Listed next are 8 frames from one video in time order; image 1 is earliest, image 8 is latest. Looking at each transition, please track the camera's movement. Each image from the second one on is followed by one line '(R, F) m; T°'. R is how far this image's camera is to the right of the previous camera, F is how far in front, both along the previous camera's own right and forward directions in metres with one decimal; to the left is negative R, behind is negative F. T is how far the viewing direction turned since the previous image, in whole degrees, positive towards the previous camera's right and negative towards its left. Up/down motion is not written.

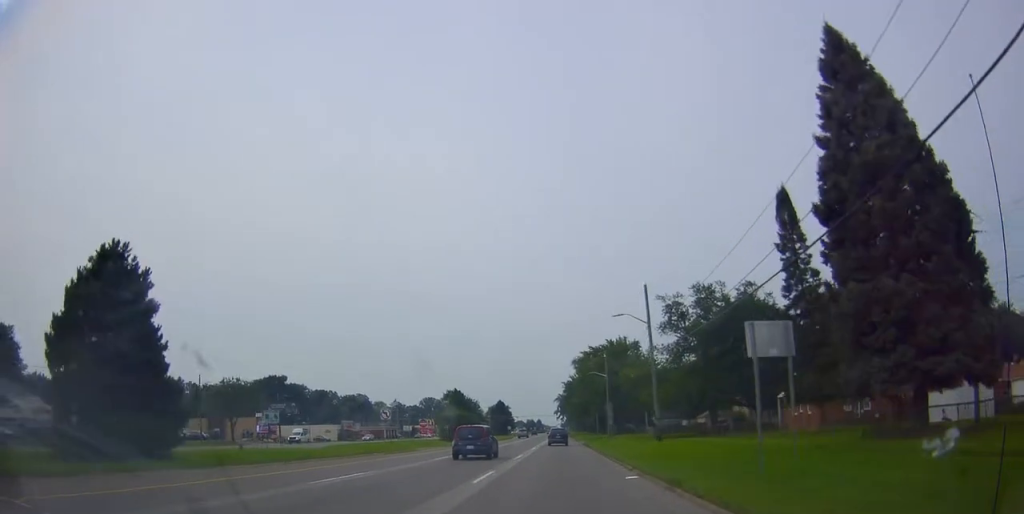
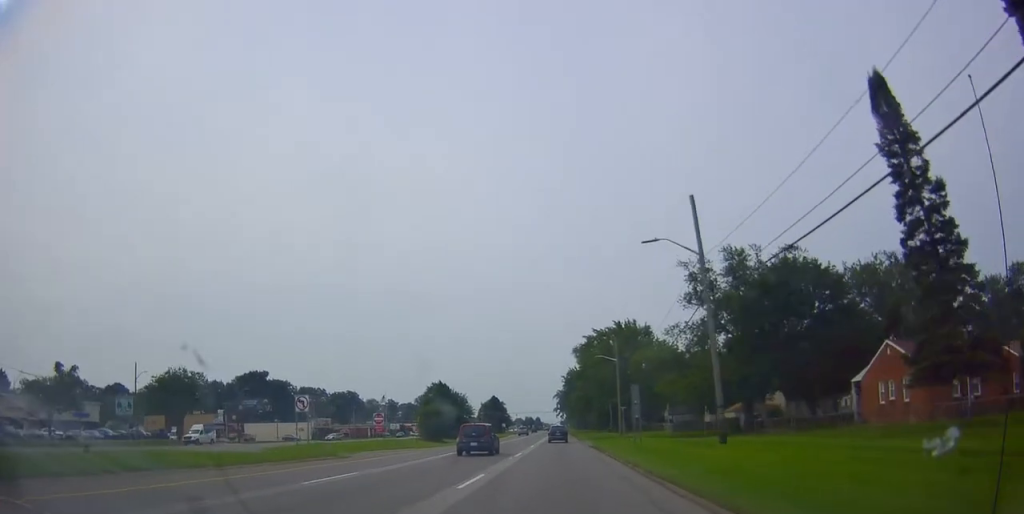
(-0.1, +16.6) m; +1°
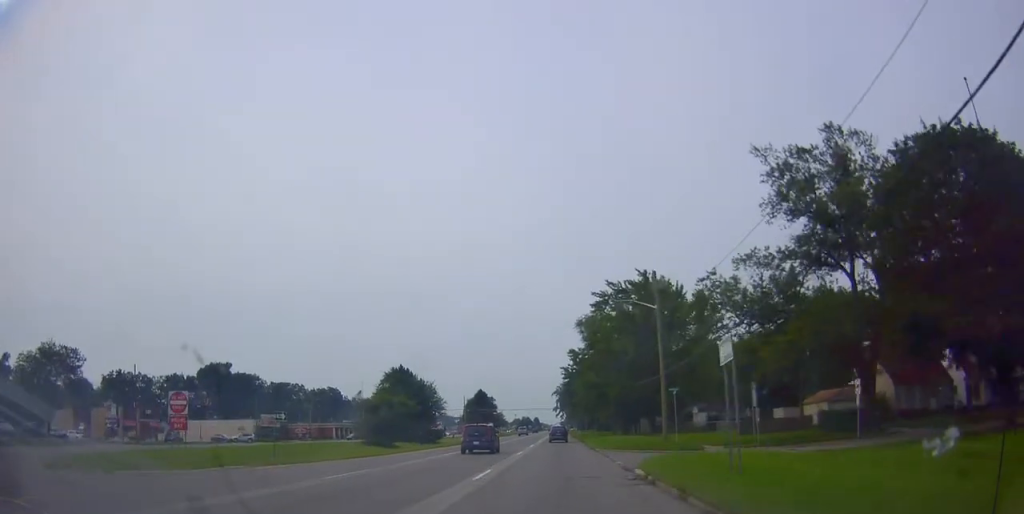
(+0.9, +28.3) m; 0°
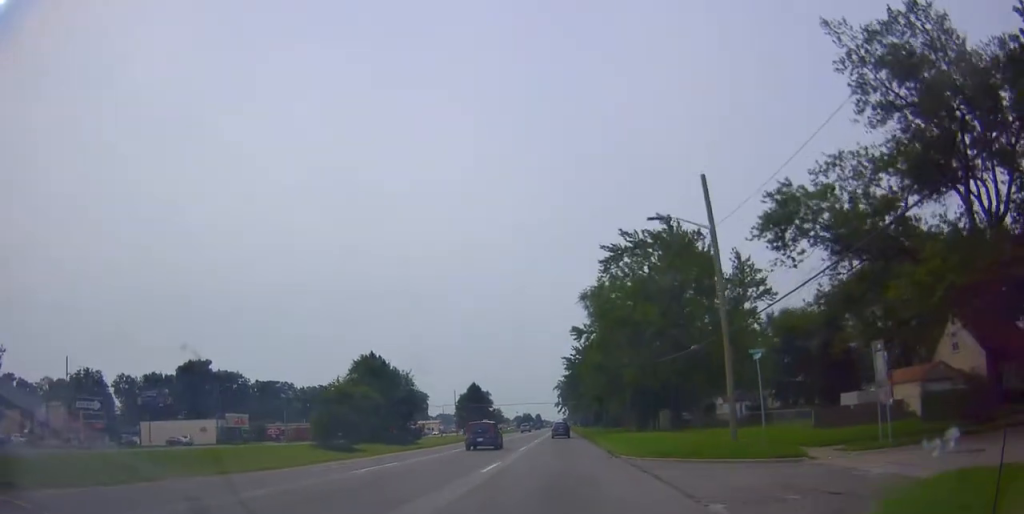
(-0.9, +14.5) m; 0°
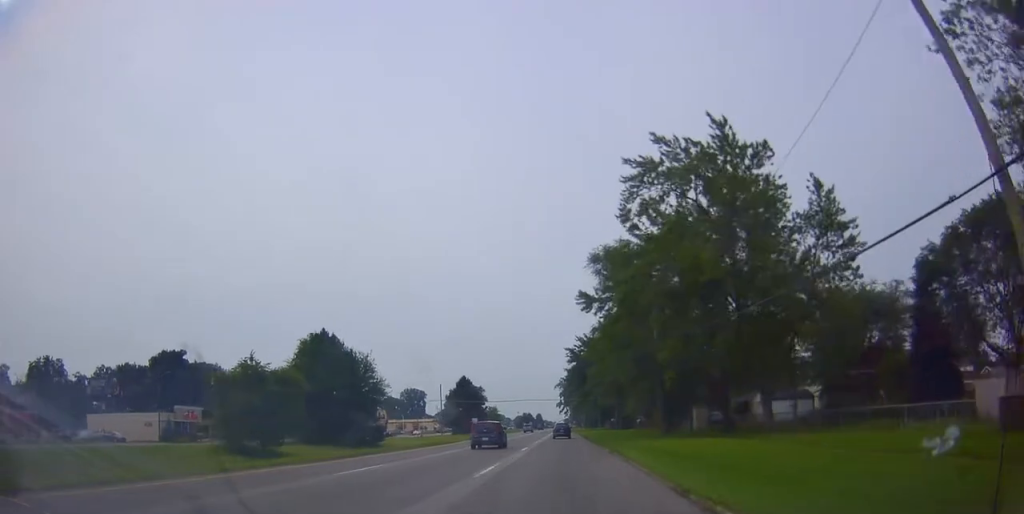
(+0.9, +16.5) m; +4°
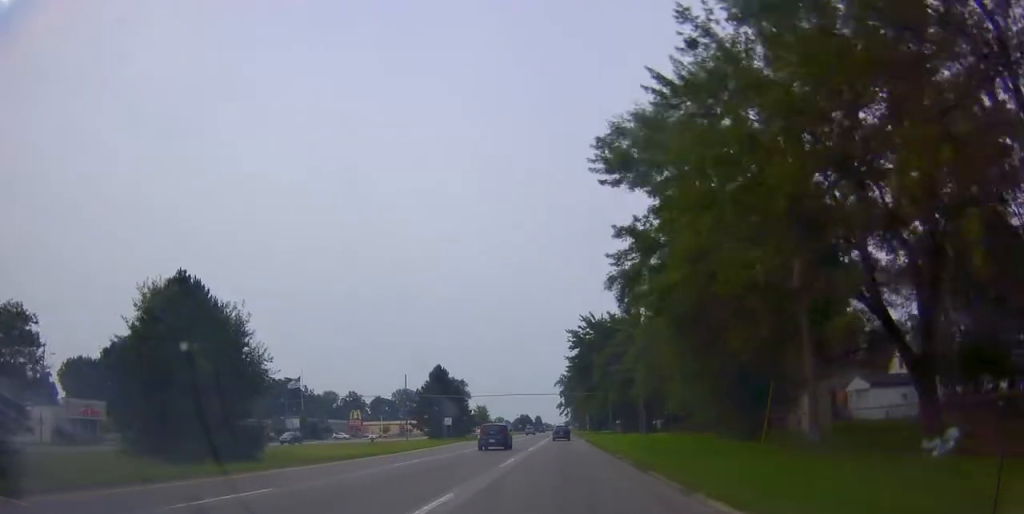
(+0.7, +24.3) m; 0°
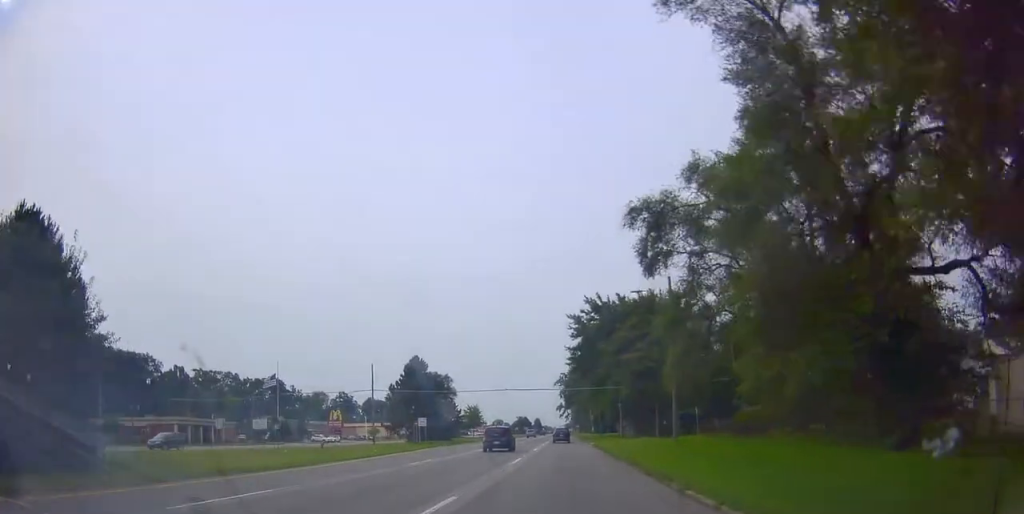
(-0.6, +14.8) m; 0°
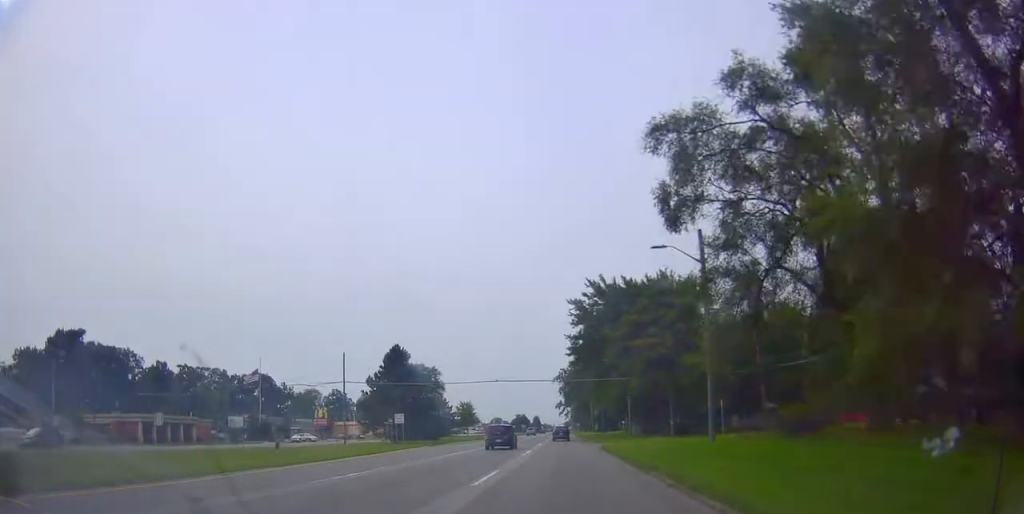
(+0.1, +9.0) m; 0°
